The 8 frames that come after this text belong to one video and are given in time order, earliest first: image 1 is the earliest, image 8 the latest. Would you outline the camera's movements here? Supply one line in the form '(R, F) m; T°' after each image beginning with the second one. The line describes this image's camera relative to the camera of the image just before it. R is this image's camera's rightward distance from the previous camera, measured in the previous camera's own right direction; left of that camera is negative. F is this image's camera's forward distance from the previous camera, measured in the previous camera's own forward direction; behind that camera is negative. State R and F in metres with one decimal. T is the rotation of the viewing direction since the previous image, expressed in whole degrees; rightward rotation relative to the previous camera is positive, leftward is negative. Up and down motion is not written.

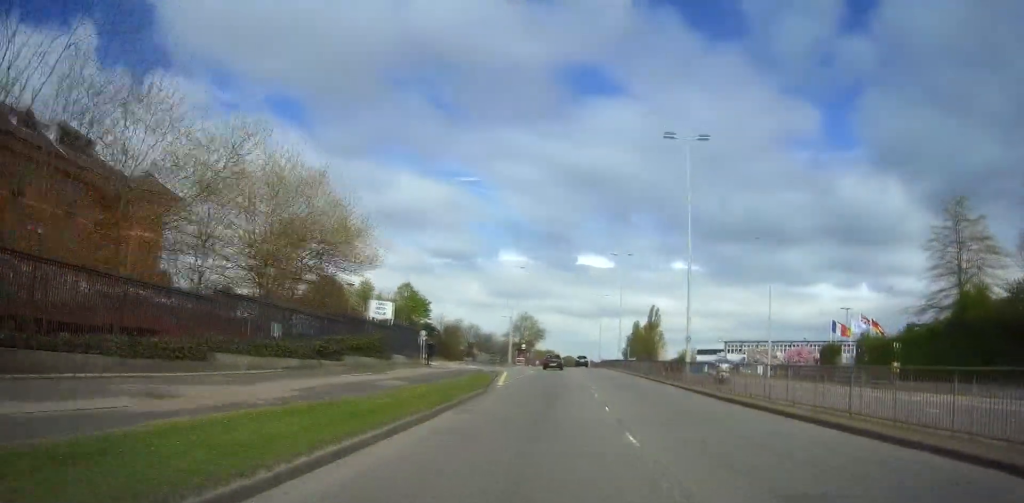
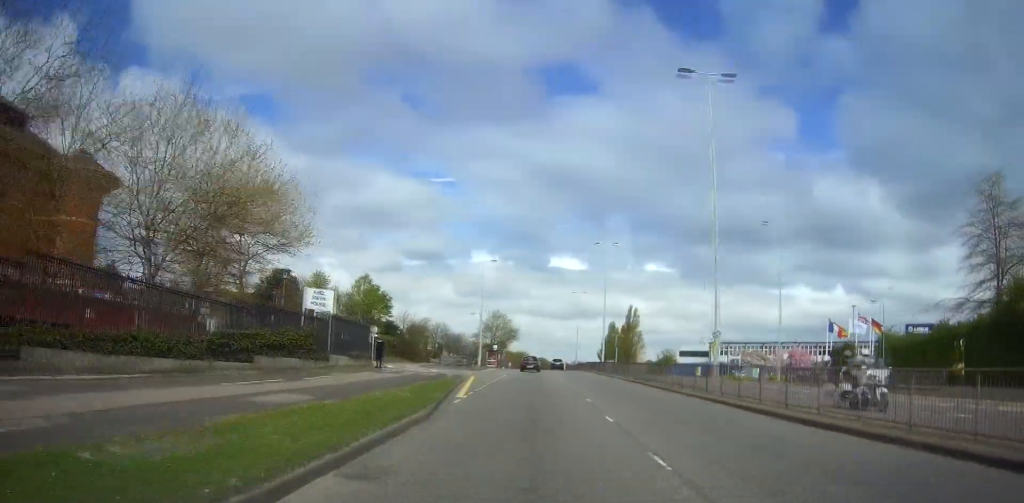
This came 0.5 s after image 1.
(+0.1, +8.5) m; +1°
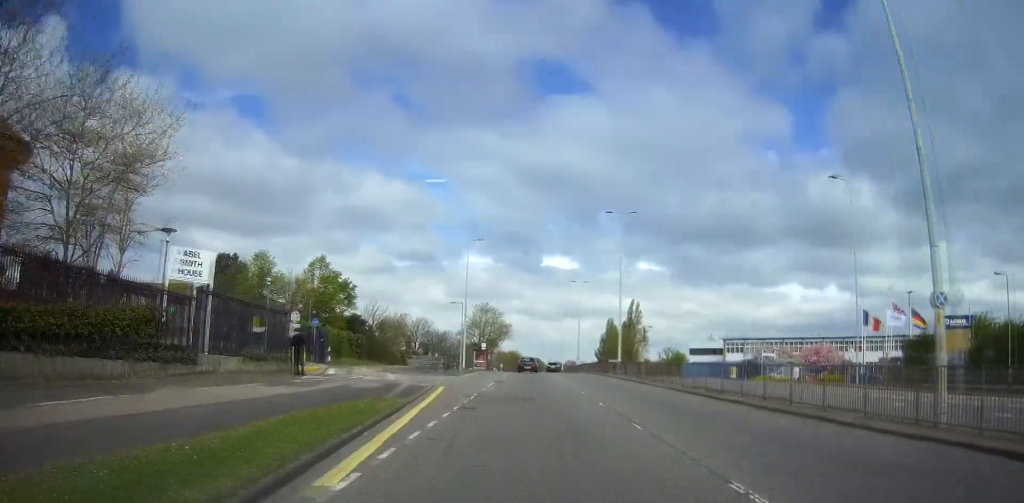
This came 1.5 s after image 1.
(+0.2, +14.4) m; +2°
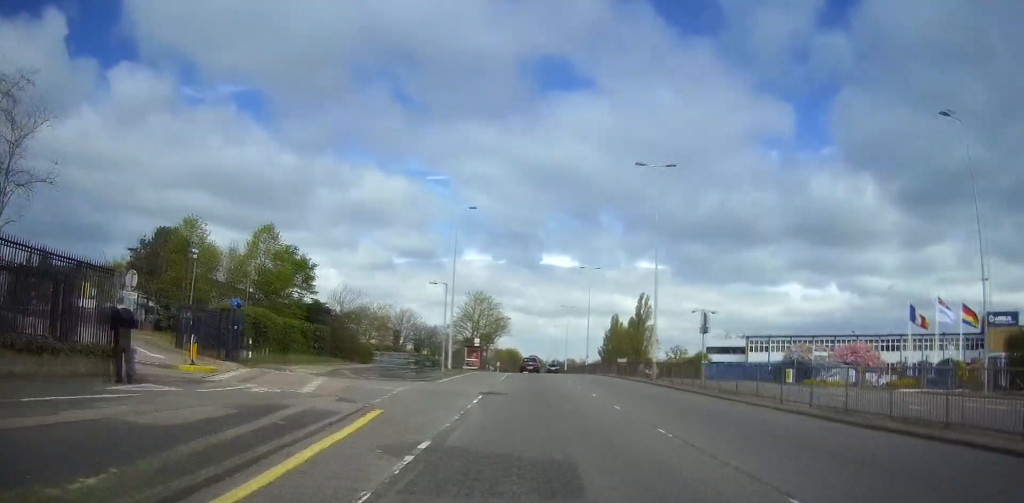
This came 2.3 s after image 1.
(+0.1, +13.1) m; +1°
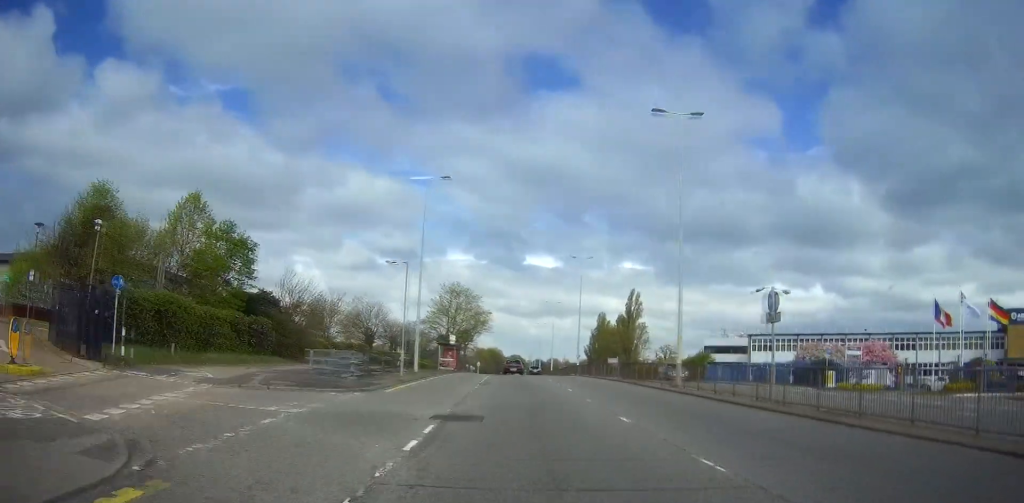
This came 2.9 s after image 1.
(0.0, +9.2) m; +1°
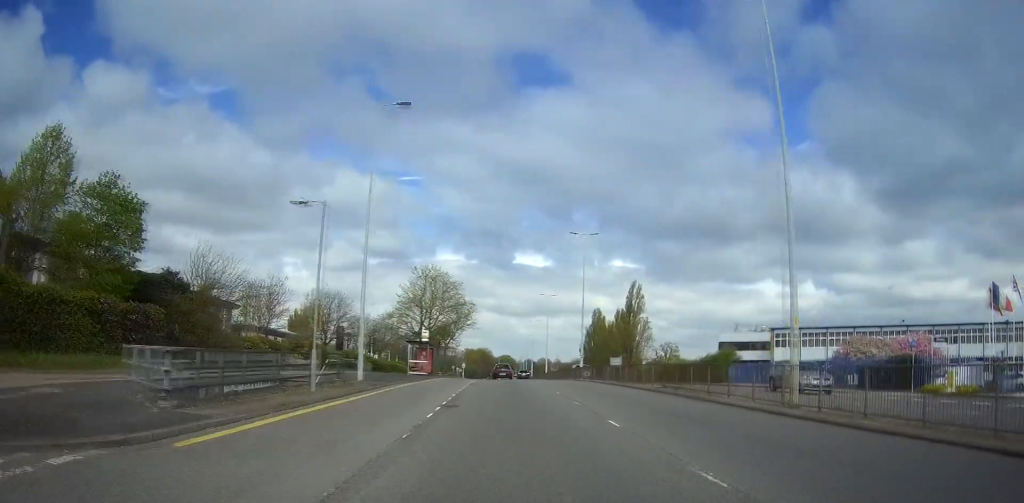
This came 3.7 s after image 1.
(+0.1, +13.0) m; 0°
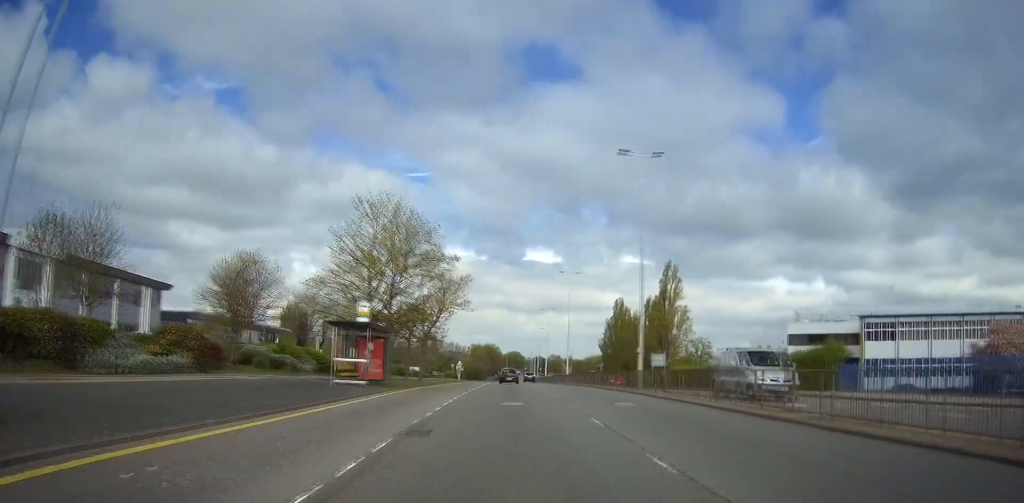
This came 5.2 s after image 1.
(-0.1, +22.7) m; 0°
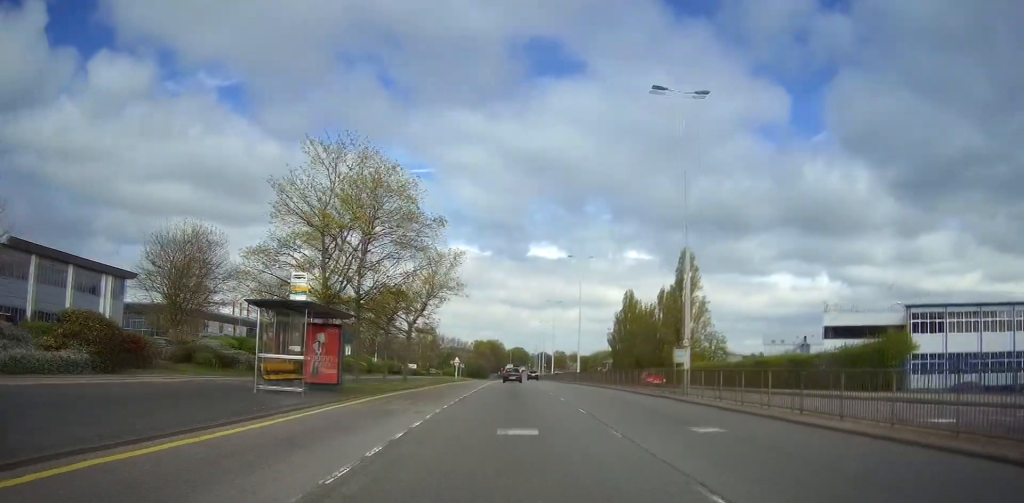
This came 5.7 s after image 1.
(+0.1, +8.5) m; 0°
